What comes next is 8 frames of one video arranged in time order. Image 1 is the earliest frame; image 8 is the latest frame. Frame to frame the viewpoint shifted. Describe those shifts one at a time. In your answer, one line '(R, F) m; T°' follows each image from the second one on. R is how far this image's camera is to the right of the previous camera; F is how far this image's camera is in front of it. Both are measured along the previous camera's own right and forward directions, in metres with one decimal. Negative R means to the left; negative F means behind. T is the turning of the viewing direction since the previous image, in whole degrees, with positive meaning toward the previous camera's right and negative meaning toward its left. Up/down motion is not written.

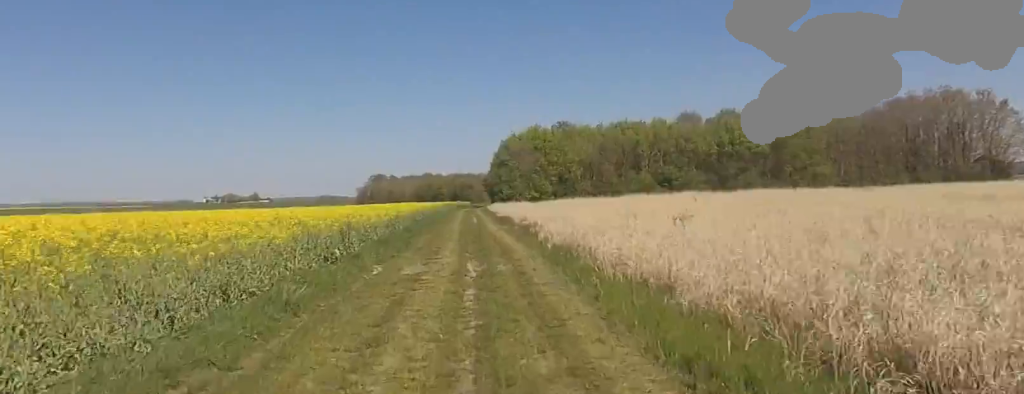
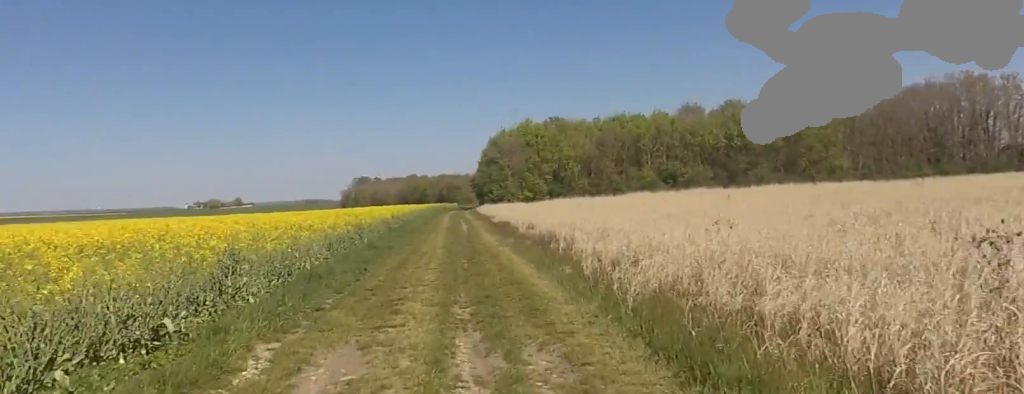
(+0.6, +7.2) m; +5°
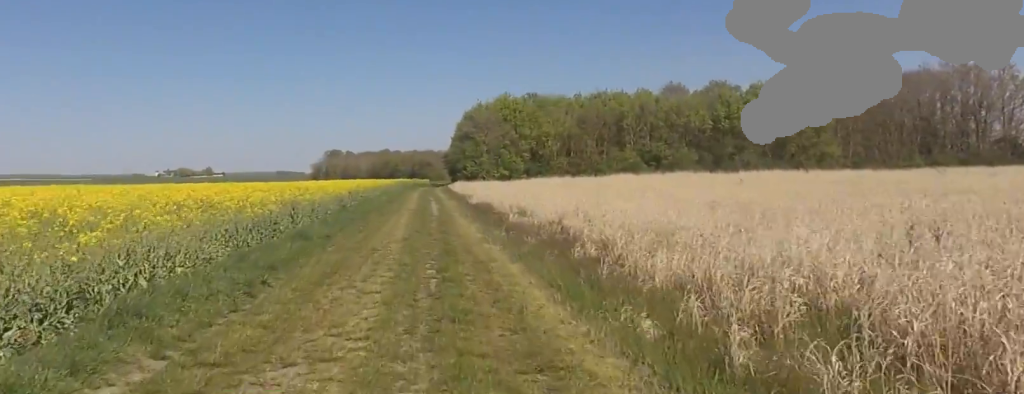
(0.0, +5.7) m; 0°
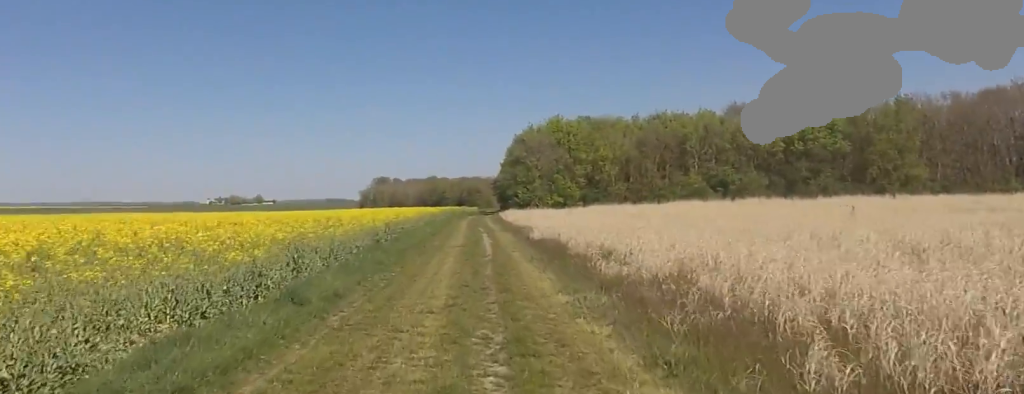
(0.0, +4.4) m; 0°
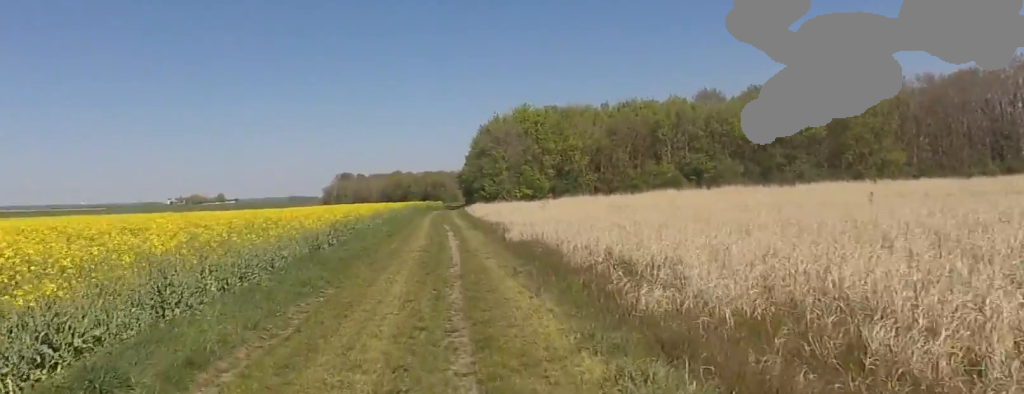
(0.0, +3.8) m; 0°
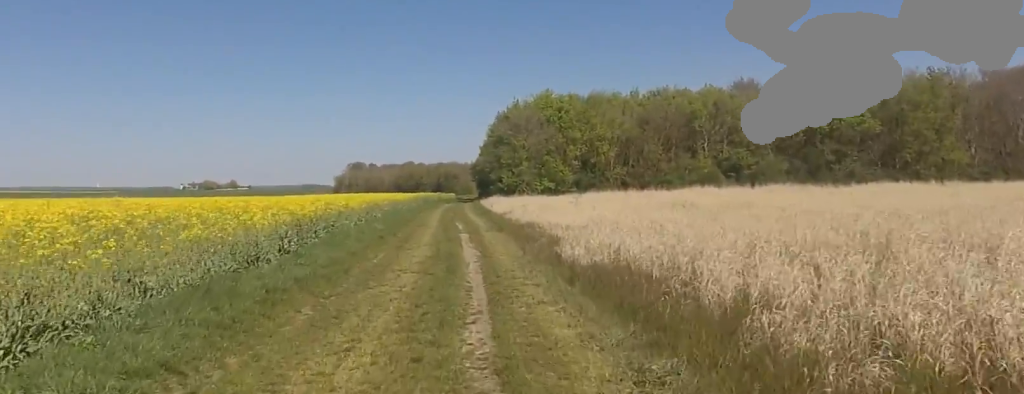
(0.0, +6.2) m; 0°
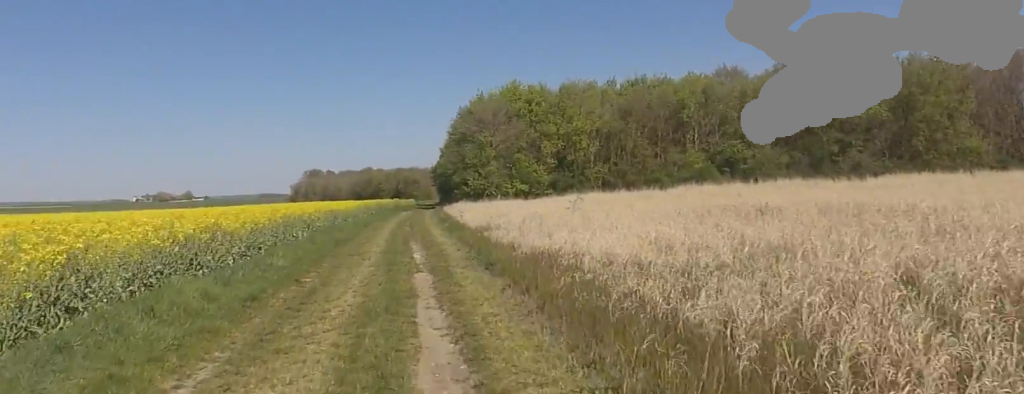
(0.0, +8.2) m; 0°
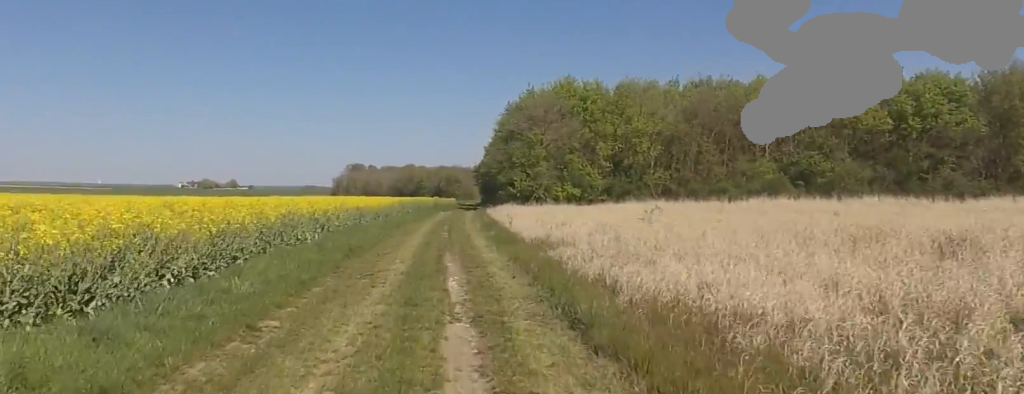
(0.0, +4.1) m; 0°
